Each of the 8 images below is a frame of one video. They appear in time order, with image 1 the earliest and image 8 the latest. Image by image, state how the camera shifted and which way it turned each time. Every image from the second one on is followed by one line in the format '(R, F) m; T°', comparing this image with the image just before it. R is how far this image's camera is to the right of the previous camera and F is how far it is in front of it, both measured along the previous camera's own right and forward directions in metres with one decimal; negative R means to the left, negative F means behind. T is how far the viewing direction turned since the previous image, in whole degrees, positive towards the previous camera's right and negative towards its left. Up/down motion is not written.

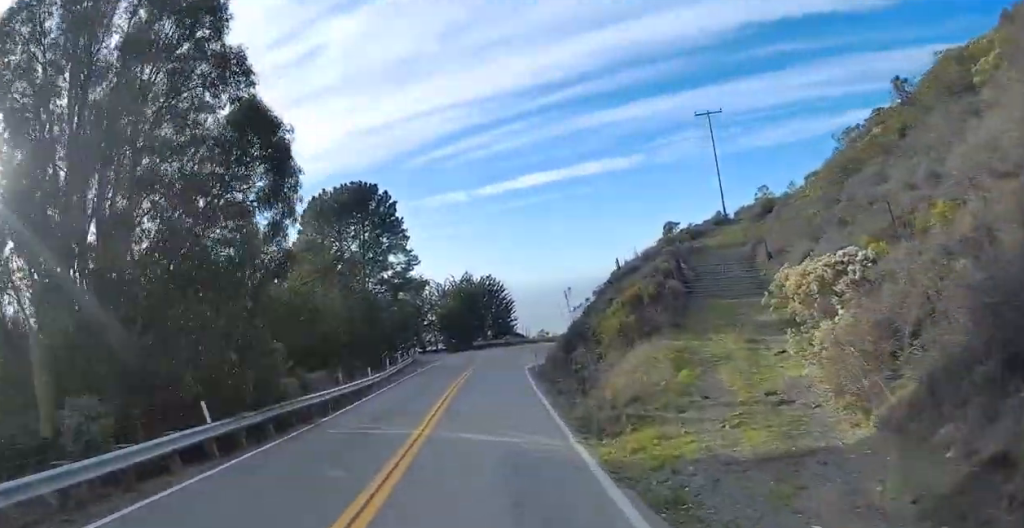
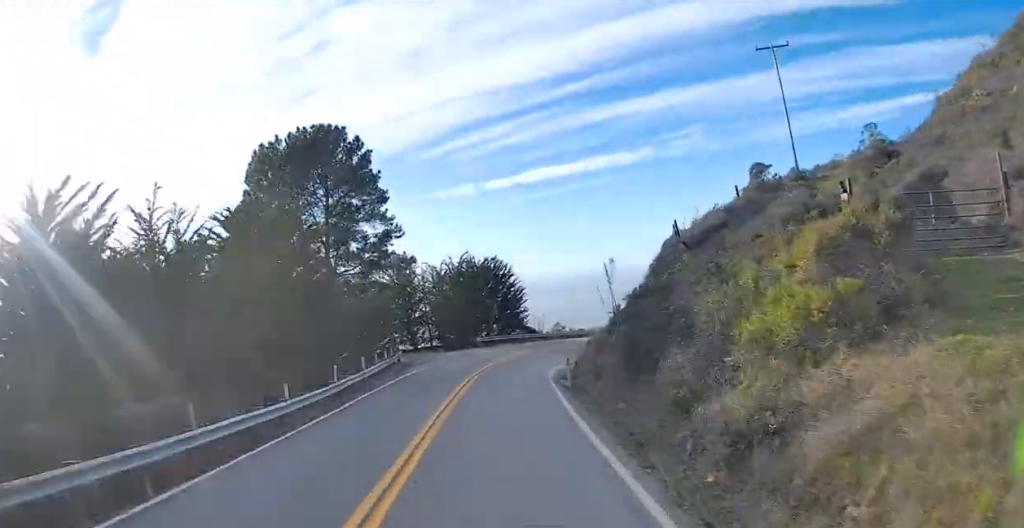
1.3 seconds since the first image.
(0.0, +12.3) m; +1°
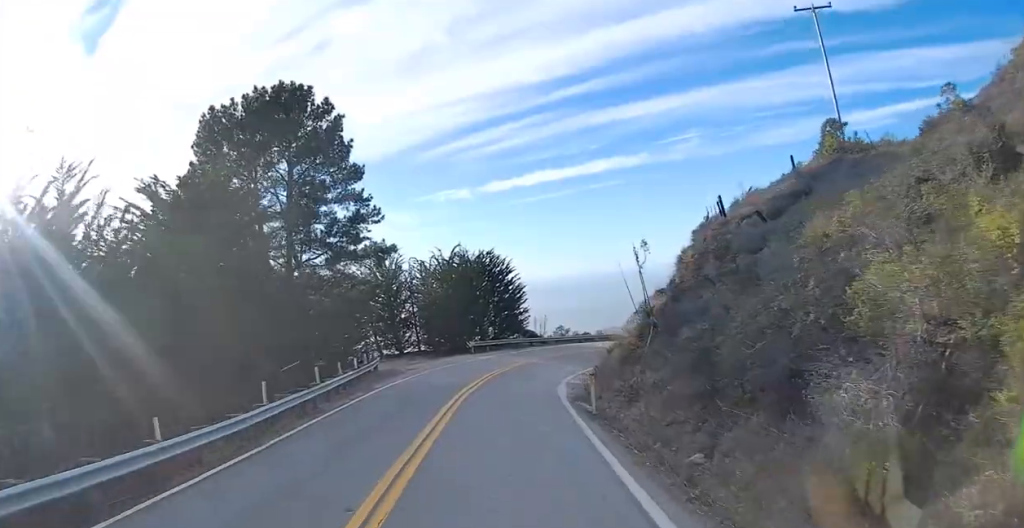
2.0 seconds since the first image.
(+0.1, +6.7) m; +1°
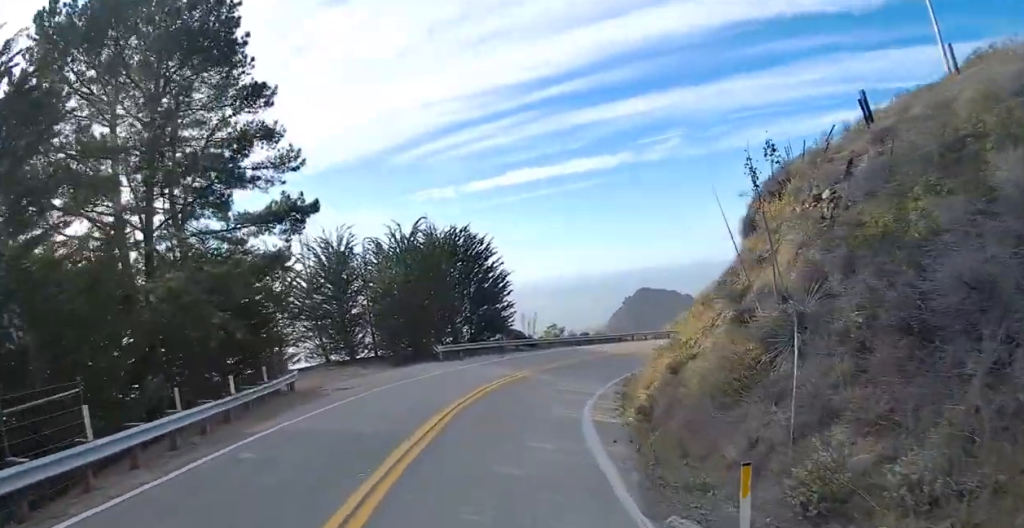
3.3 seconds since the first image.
(+0.2, +12.0) m; +2°
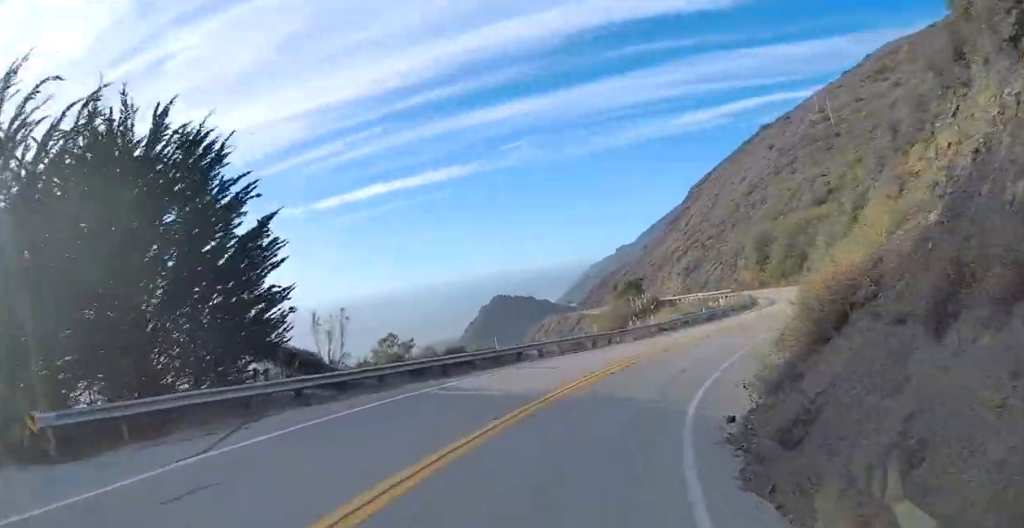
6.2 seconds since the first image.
(+3.3, +23.7) m; +47°
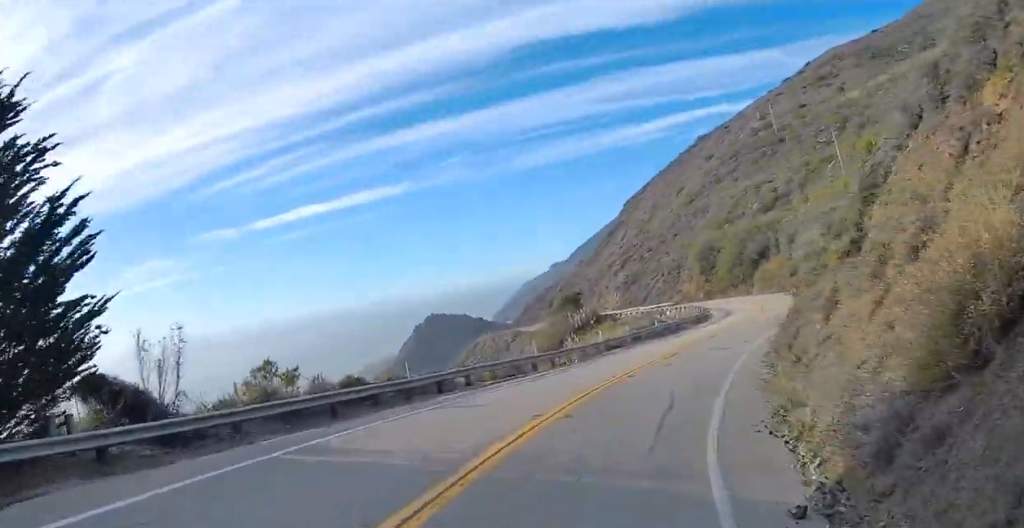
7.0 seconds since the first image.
(+2.6, +5.6) m; +9°
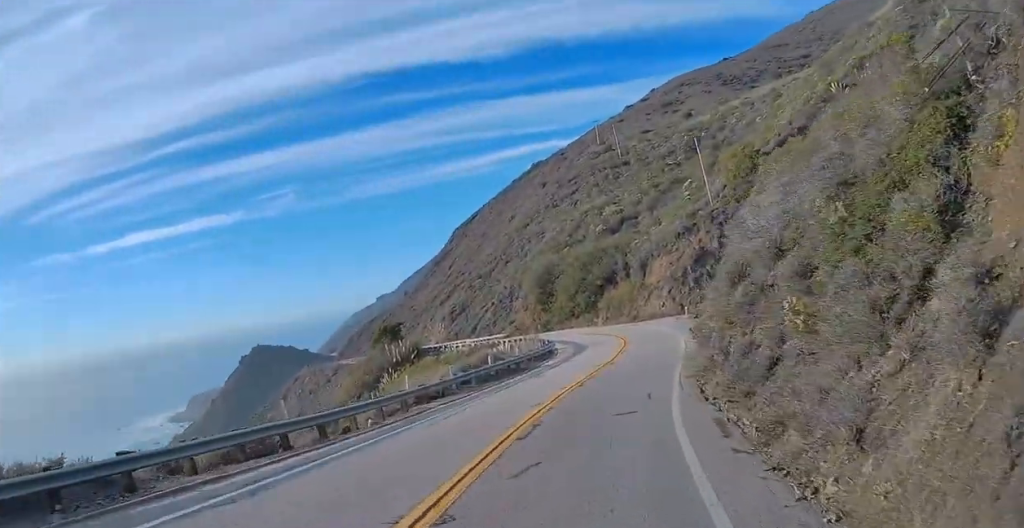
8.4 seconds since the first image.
(+0.3, +9.6) m; -31°
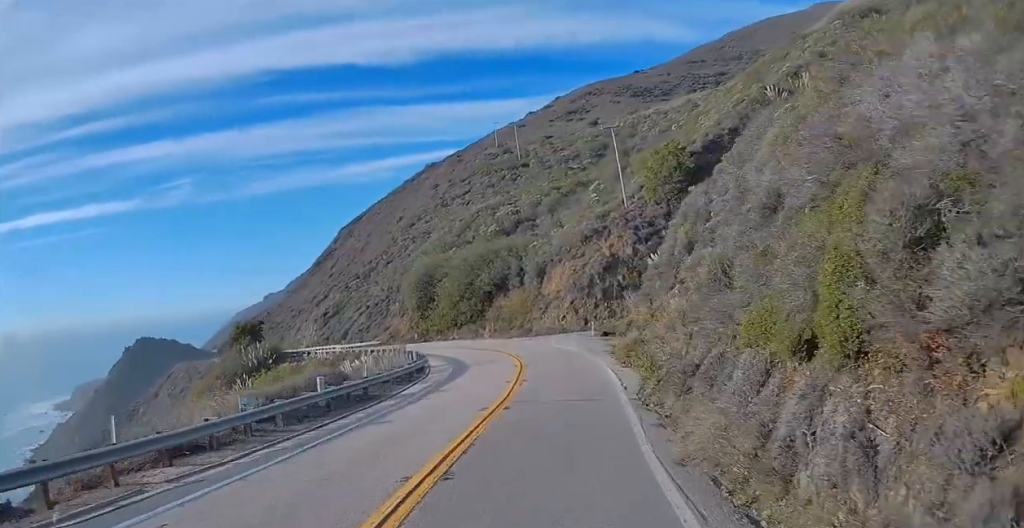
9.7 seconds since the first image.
(-4.6, +8.9) m; -15°
